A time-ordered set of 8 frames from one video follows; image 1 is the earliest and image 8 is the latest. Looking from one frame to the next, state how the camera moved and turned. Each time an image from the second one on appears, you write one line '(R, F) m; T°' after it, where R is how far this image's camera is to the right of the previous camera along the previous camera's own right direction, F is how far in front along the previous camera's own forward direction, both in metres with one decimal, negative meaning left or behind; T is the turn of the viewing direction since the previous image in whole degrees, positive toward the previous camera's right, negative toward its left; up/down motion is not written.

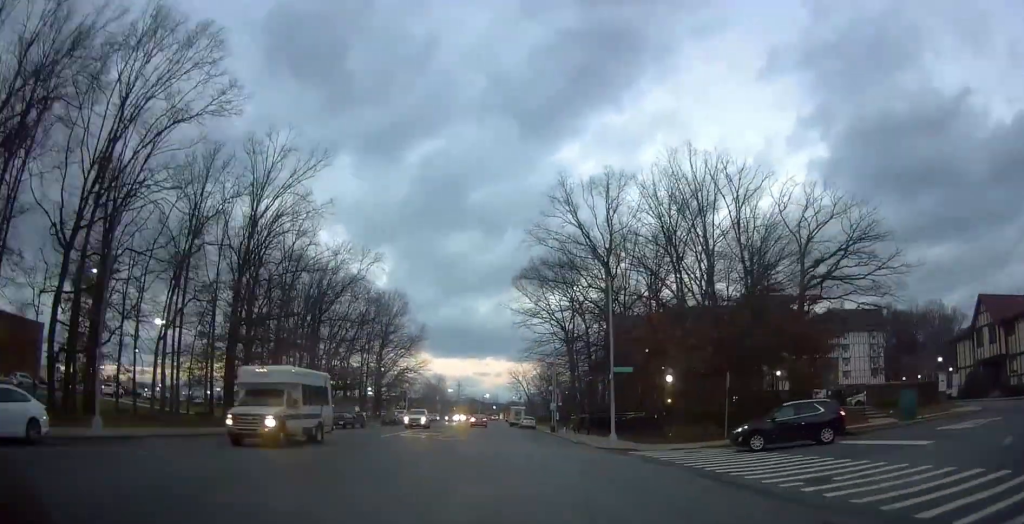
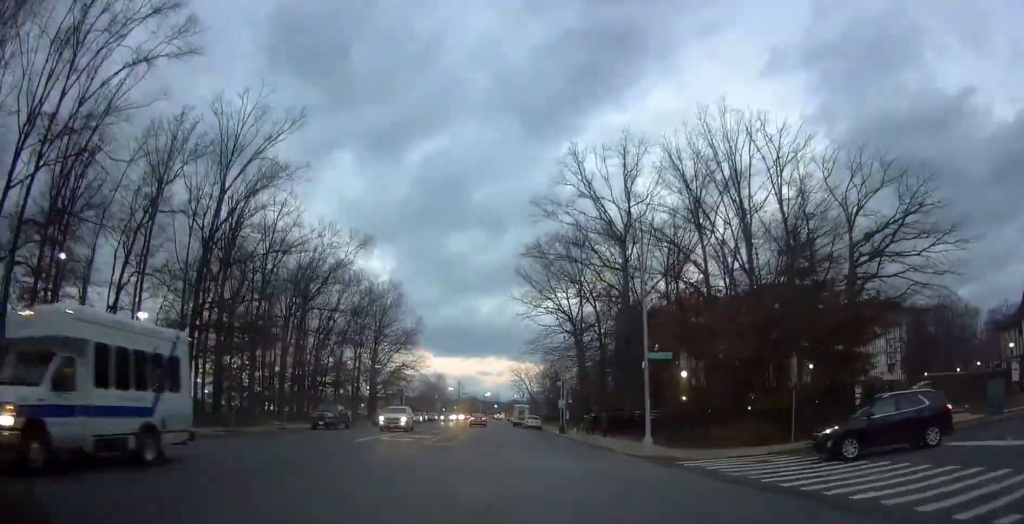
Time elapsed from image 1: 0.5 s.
(+0.2, +6.4) m; 0°
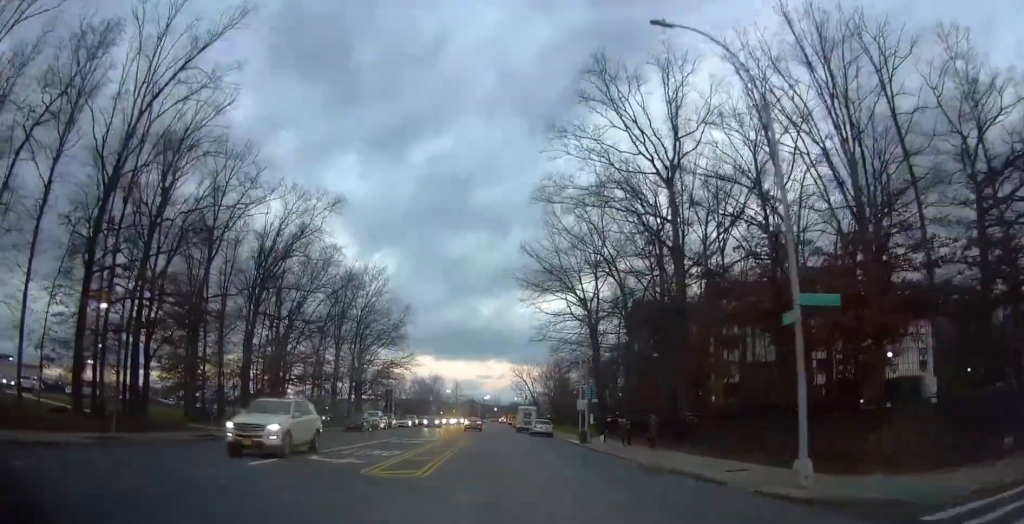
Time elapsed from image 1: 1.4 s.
(+0.1, +12.2) m; 0°
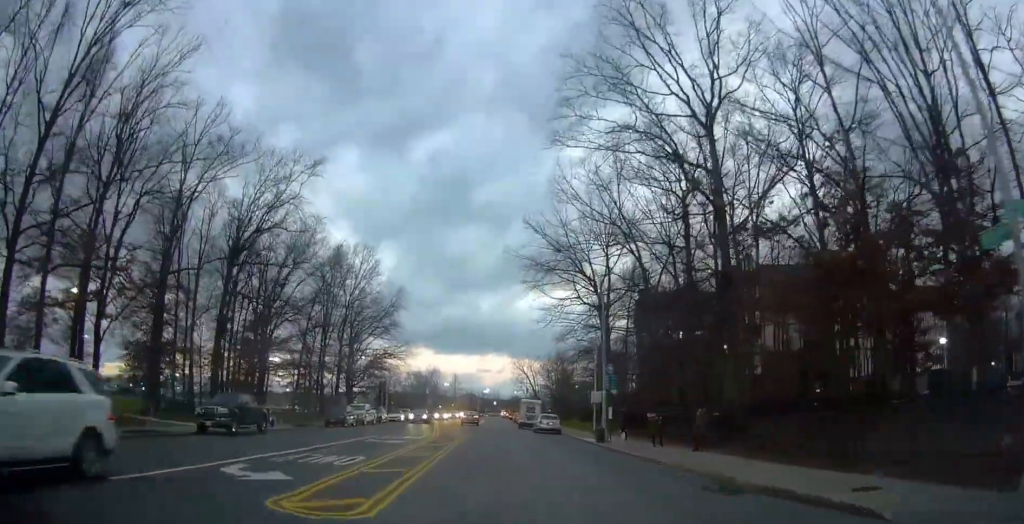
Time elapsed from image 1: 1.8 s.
(-0.1, +6.3) m; 0°
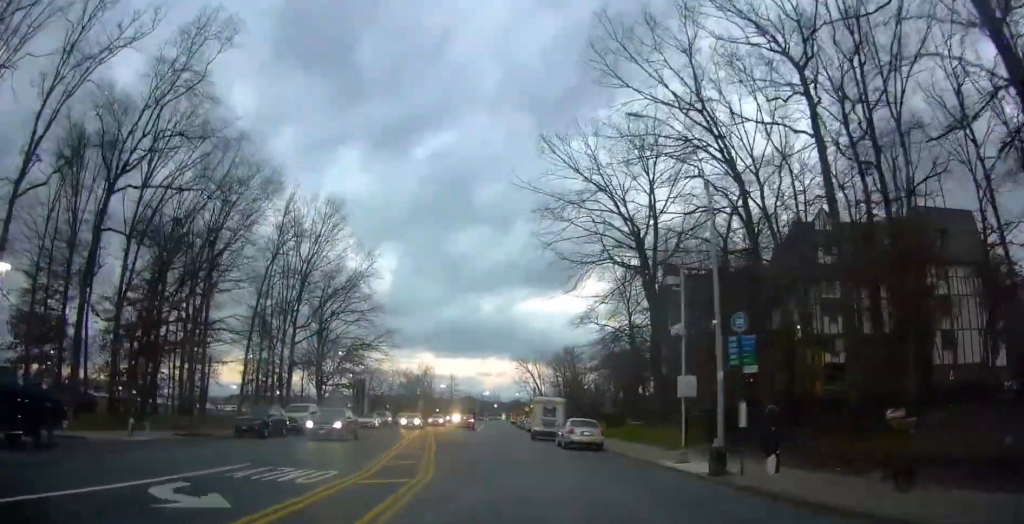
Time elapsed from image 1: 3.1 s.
(+0.2, +17.2) m; 0°
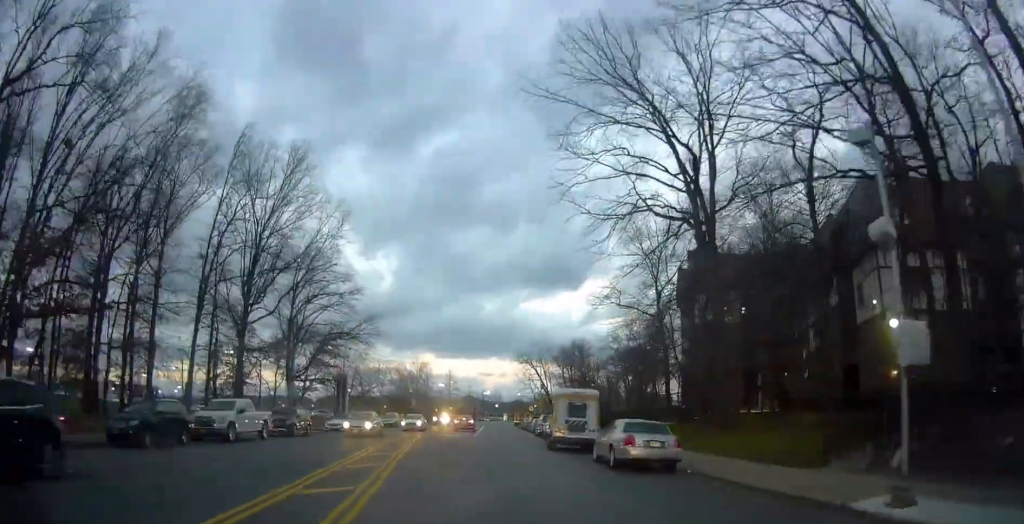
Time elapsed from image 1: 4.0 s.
(-0.2, +11.4) m; -1°
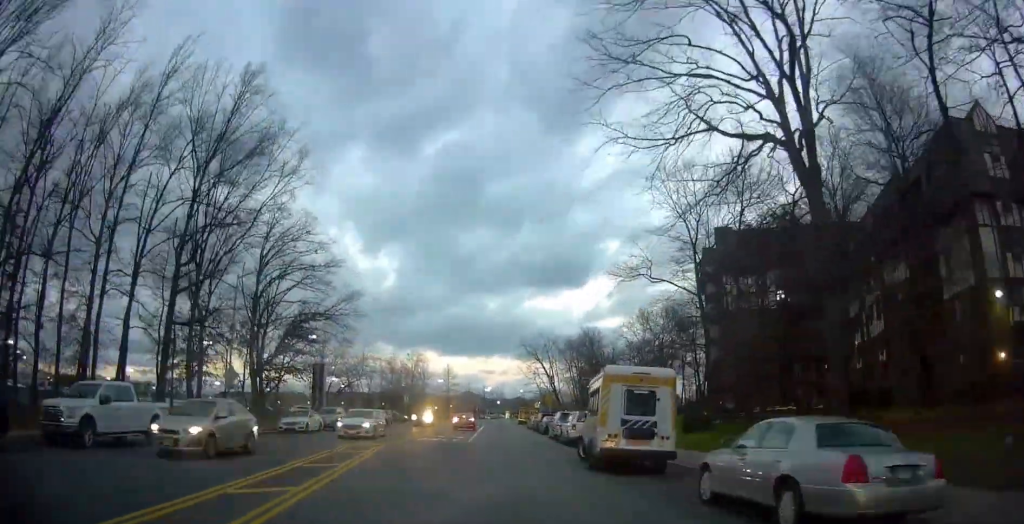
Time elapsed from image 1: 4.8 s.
(-0.1, +10.6) m; 0°
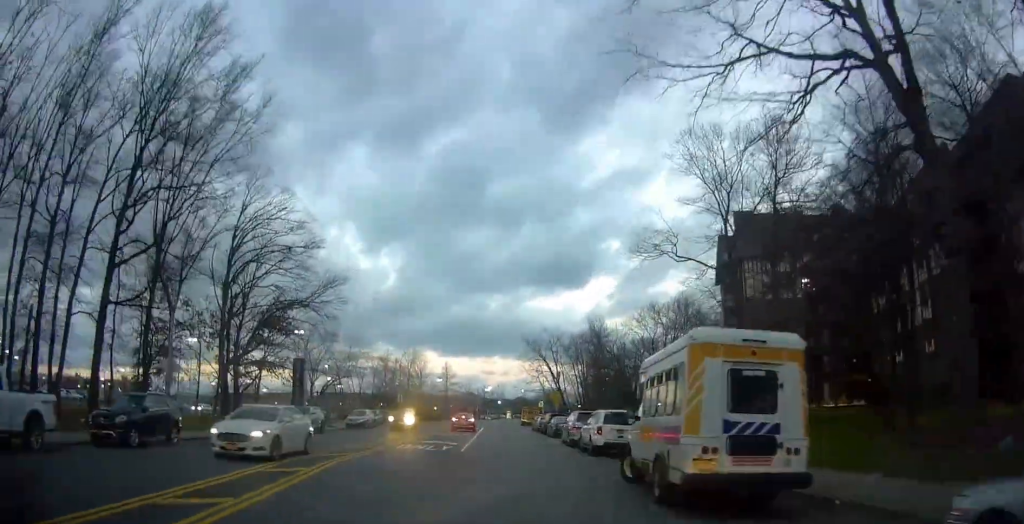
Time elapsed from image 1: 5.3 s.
(0.0, +6.6) m; +1°
